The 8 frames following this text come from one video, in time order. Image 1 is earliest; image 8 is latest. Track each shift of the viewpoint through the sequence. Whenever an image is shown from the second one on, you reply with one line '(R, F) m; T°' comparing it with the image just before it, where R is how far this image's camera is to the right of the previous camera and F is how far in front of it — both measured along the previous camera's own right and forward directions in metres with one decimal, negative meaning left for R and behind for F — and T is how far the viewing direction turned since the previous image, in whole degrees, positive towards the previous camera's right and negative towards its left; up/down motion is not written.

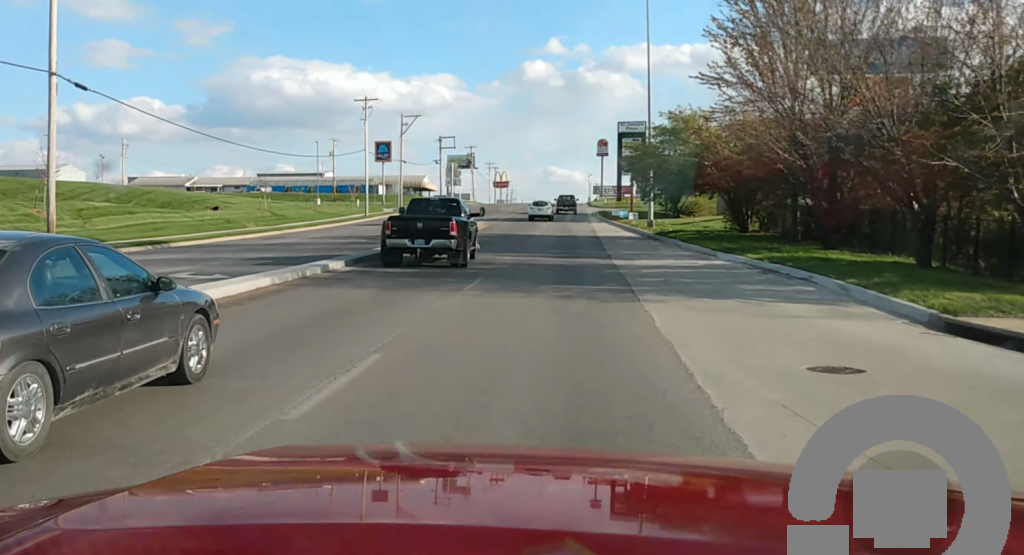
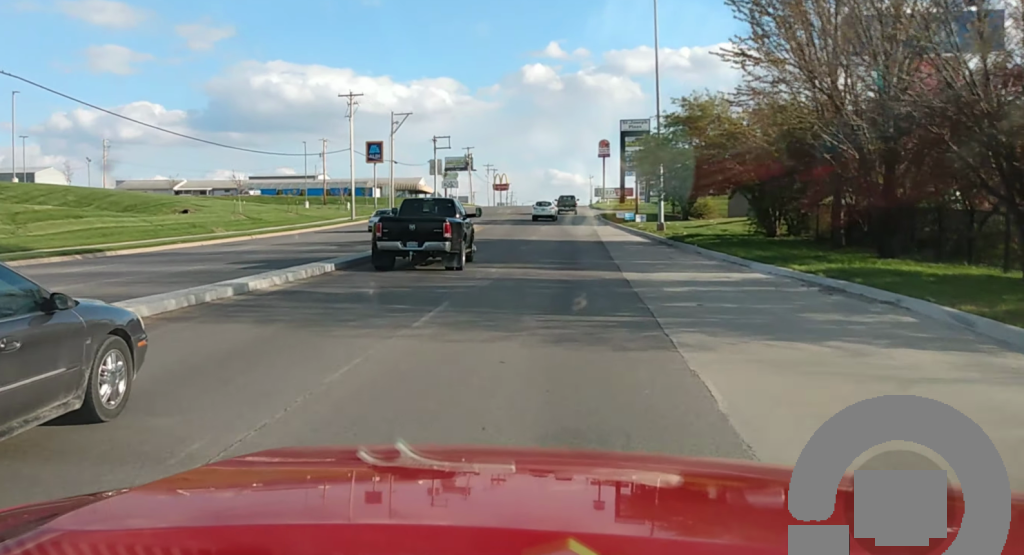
(0.0, +6.5) m; 0°
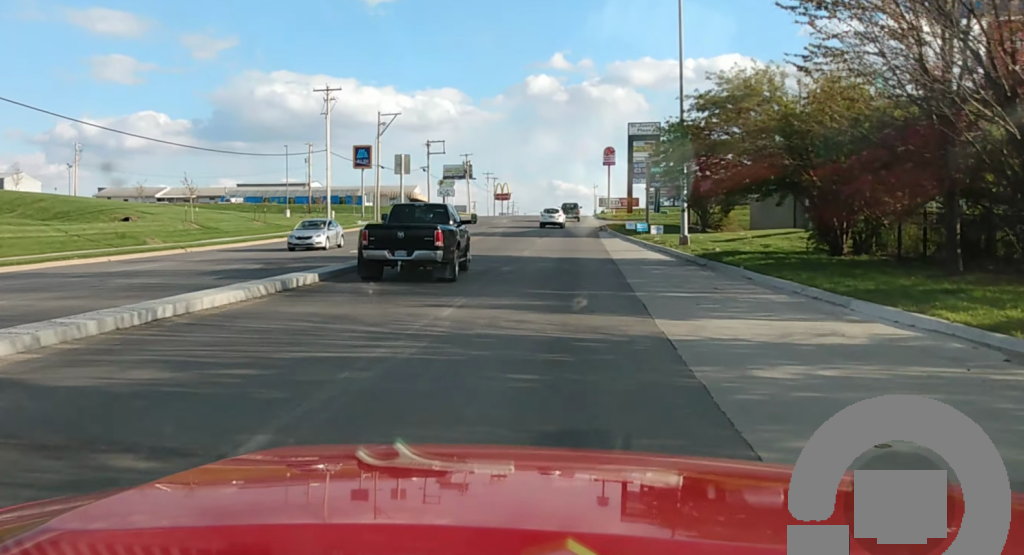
(0.0, +9.5) m; 0°
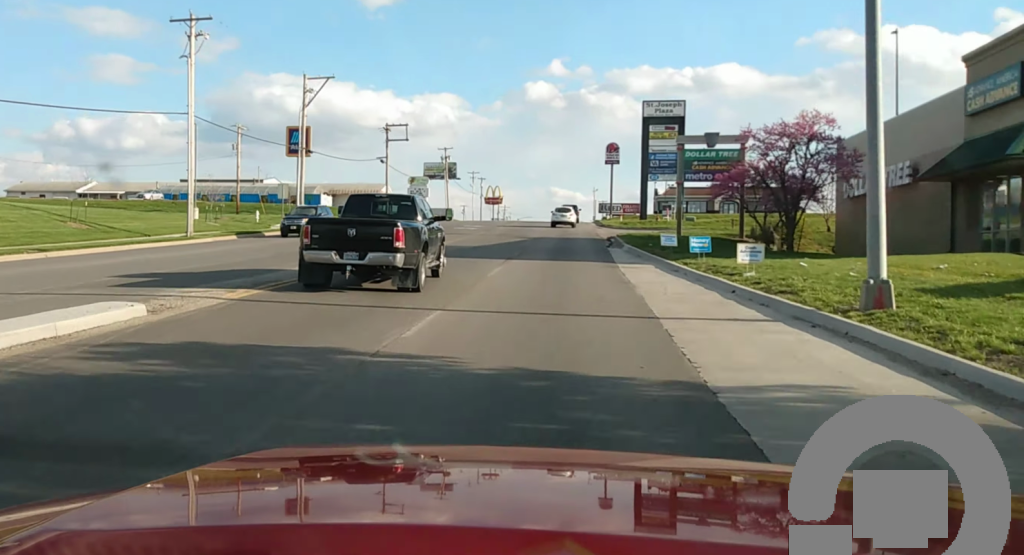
(+0.1, +26.4) m; 0°
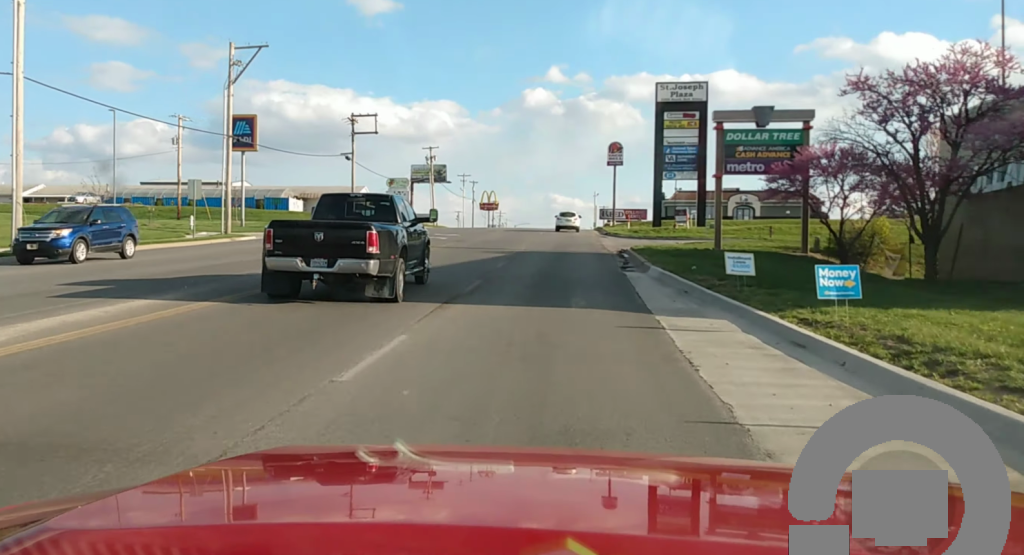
(0.0, +15.5) m; 0°
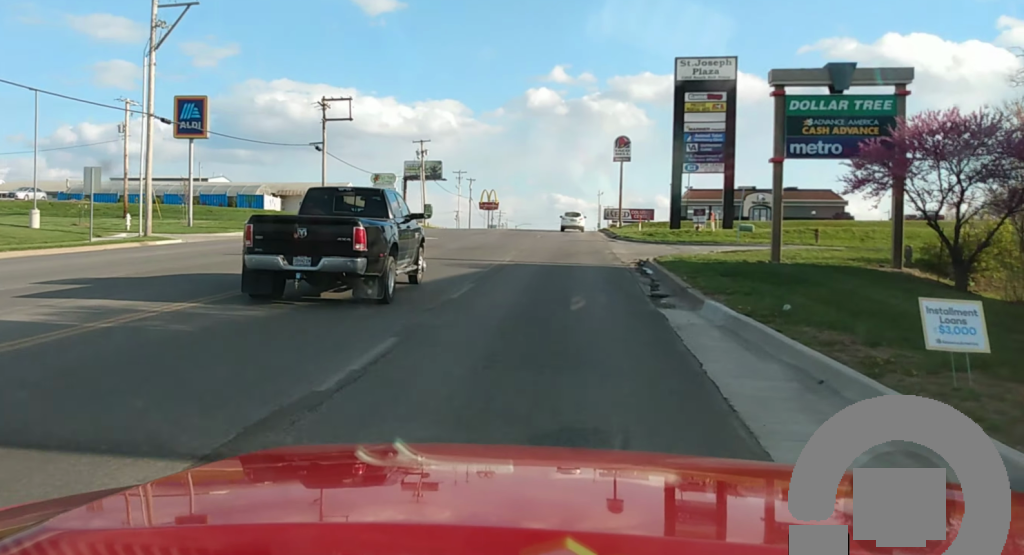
(-0.1, +11.2) m; 0°
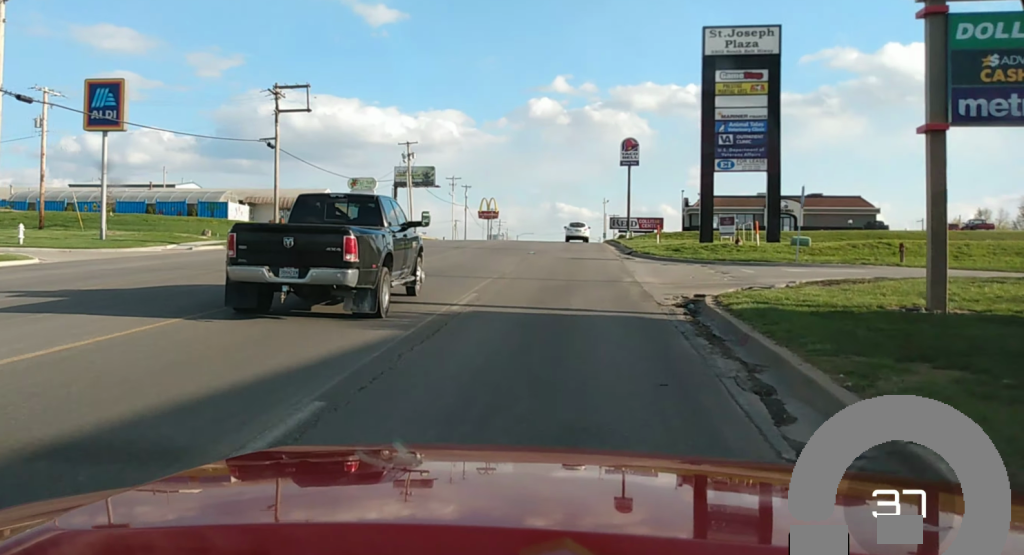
(0.0, +12.8) m; 0°
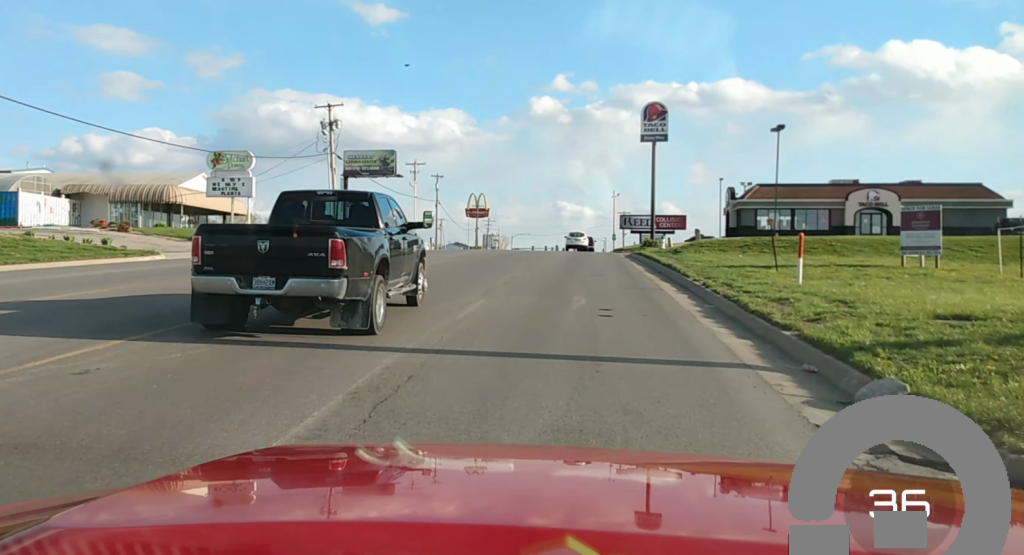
(-0.3, +37.6) m; 0°
